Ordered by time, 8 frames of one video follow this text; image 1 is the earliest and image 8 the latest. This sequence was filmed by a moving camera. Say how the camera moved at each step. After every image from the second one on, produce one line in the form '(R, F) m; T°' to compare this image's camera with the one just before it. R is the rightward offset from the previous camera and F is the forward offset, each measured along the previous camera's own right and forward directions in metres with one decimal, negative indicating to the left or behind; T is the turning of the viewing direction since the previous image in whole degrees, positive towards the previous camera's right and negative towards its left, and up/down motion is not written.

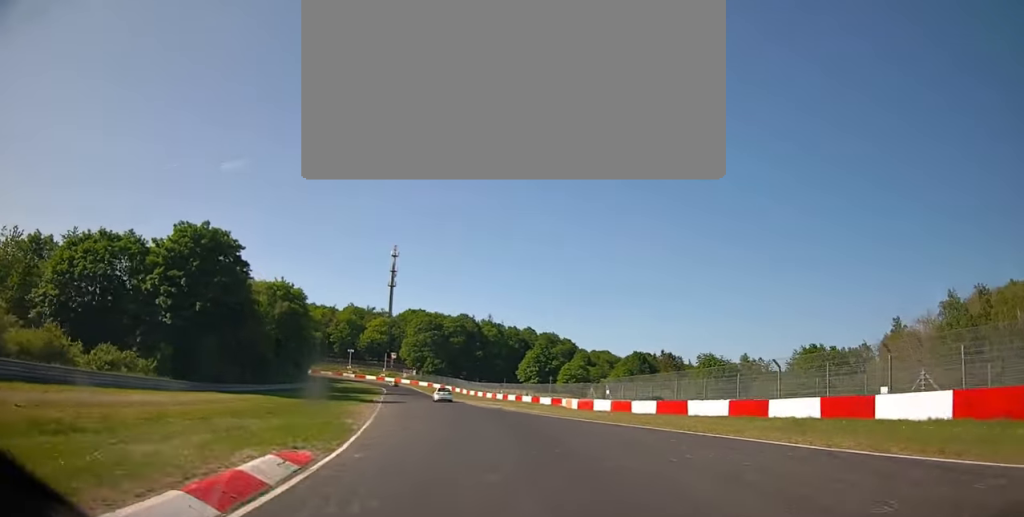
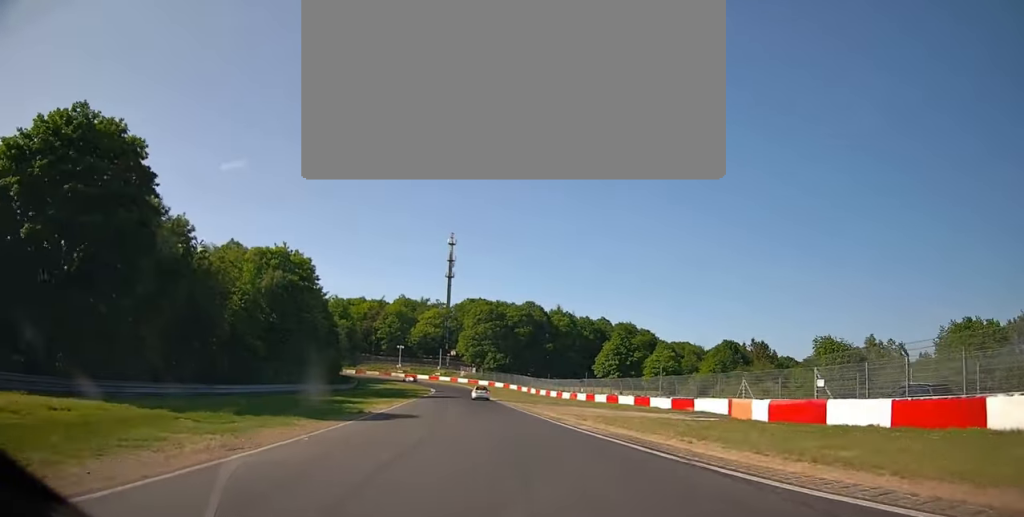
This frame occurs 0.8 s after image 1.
(-1.7, +26.4) m; -6°
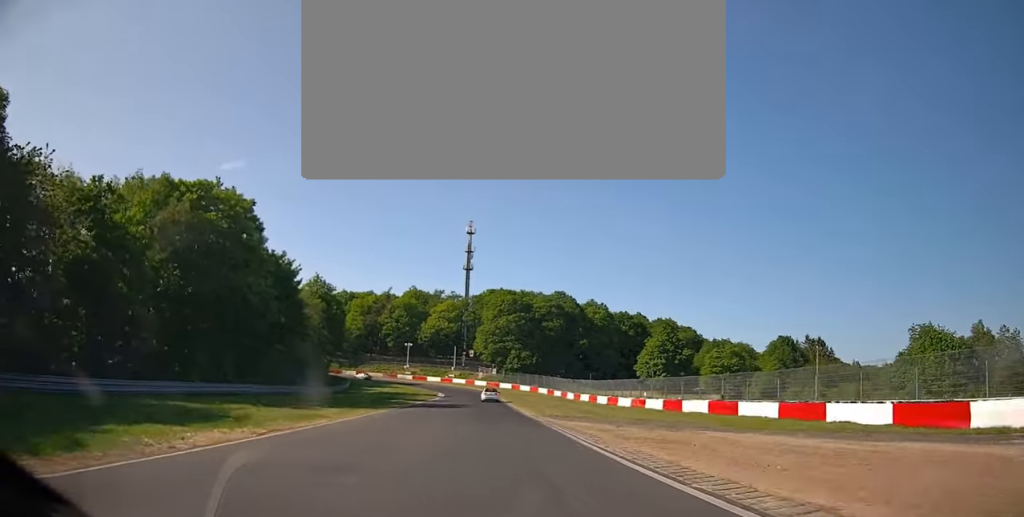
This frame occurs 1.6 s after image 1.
(-0.8, +24.7) m; -4°
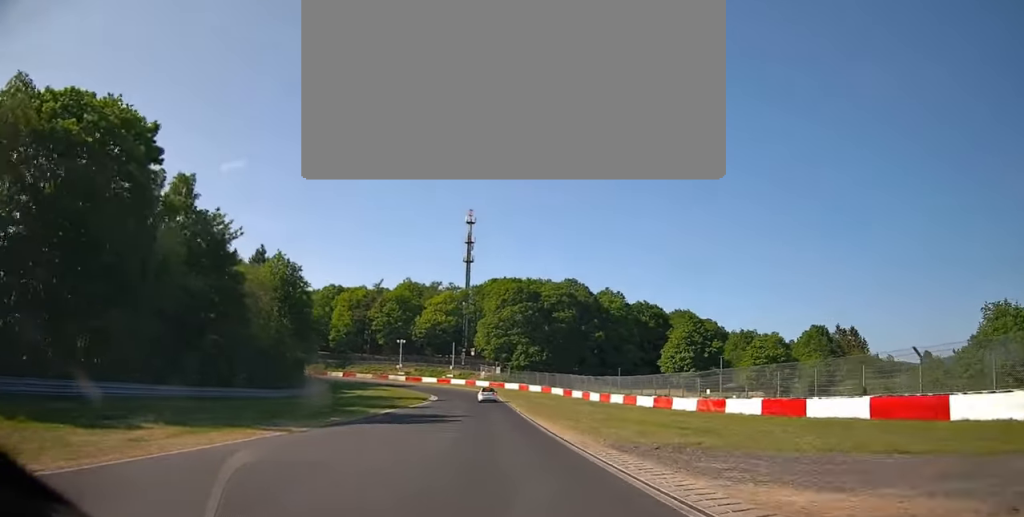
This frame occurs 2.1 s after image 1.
(-0.8, +16.8) m; -1°
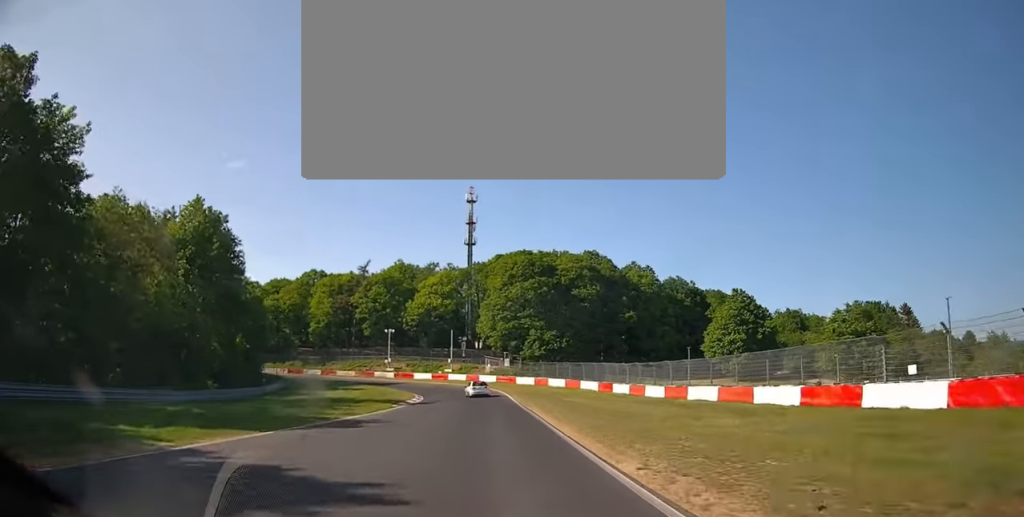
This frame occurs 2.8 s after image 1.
(-0.5, +21.6) m; -1°
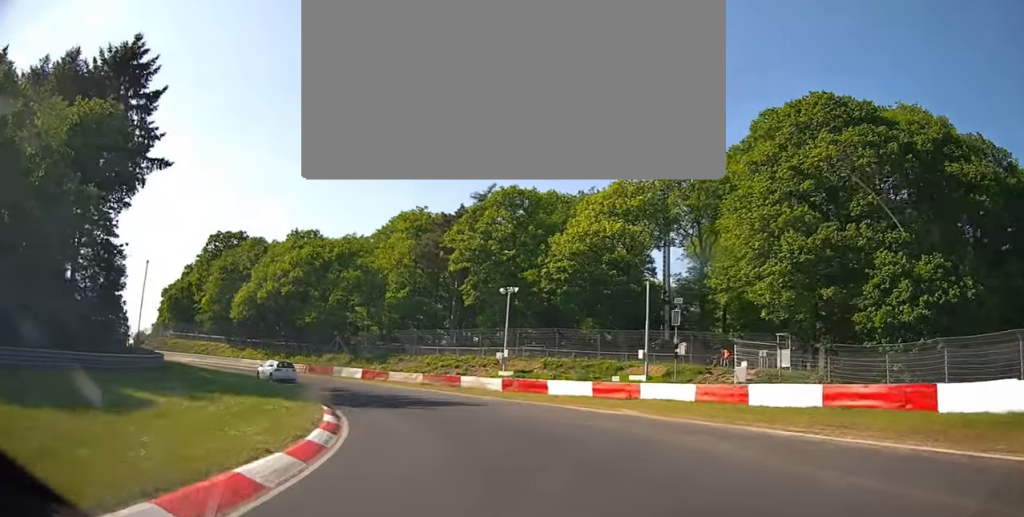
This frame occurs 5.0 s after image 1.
(-5.0, +59.3) m; -25°
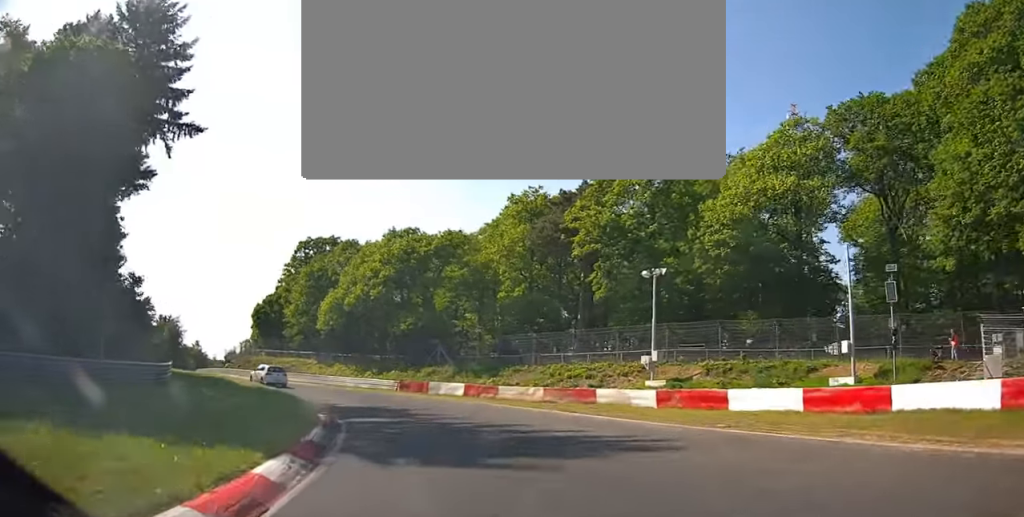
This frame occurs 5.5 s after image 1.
(+0.2, +12.5) m; -15°
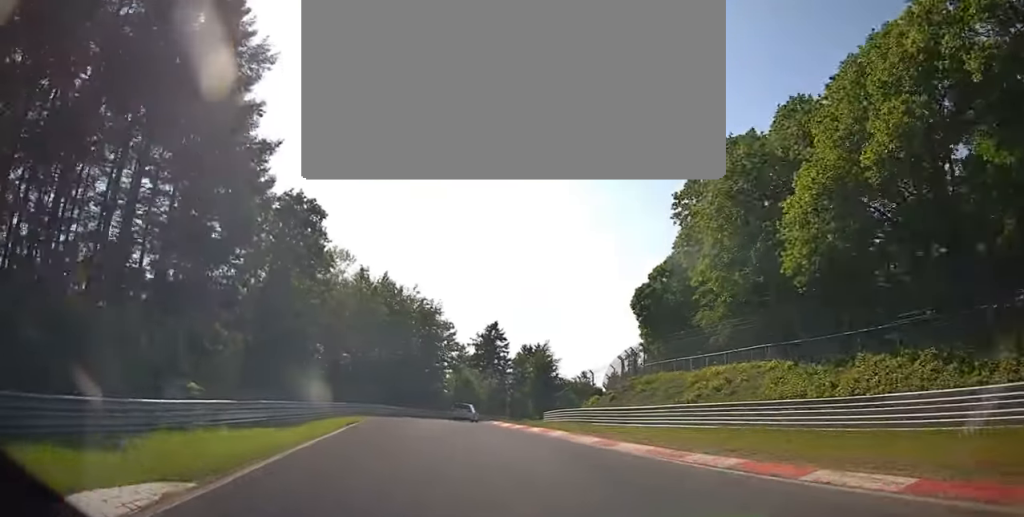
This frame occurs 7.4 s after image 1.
(-18.0, +41.8) m; -31°
